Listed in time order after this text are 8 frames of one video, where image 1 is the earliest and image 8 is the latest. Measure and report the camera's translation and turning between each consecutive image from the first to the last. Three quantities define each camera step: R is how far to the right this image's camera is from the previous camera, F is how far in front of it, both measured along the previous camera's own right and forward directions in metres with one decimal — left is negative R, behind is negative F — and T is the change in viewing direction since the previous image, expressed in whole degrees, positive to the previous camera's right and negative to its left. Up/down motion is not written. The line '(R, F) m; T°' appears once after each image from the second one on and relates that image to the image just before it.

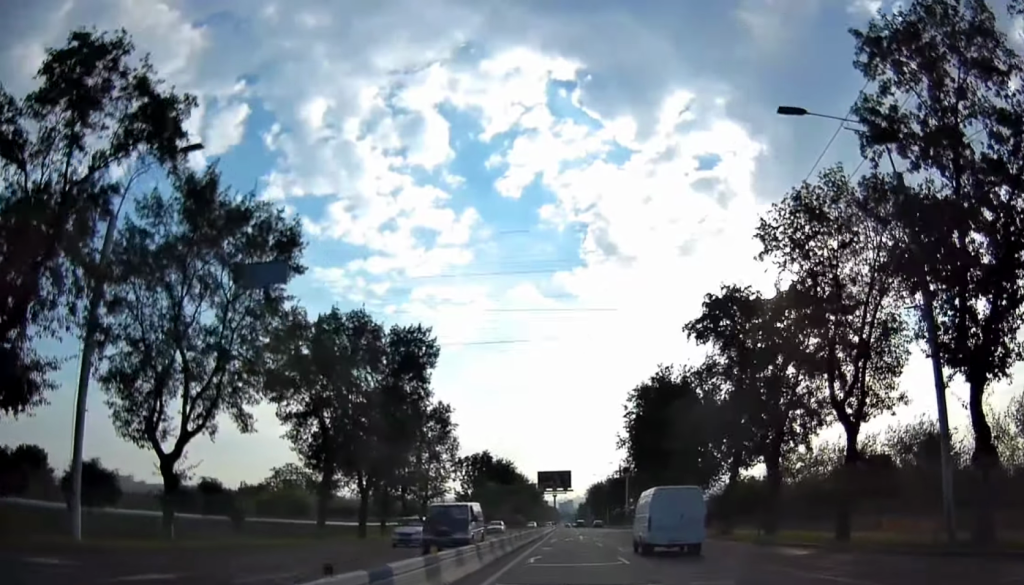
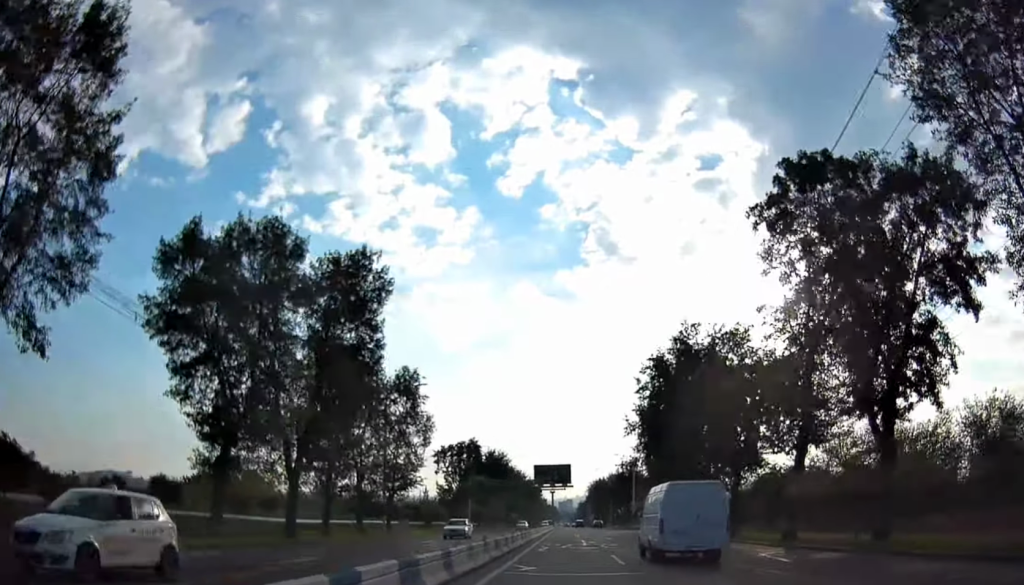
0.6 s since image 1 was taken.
(-0.3, +12.5) m; +1°
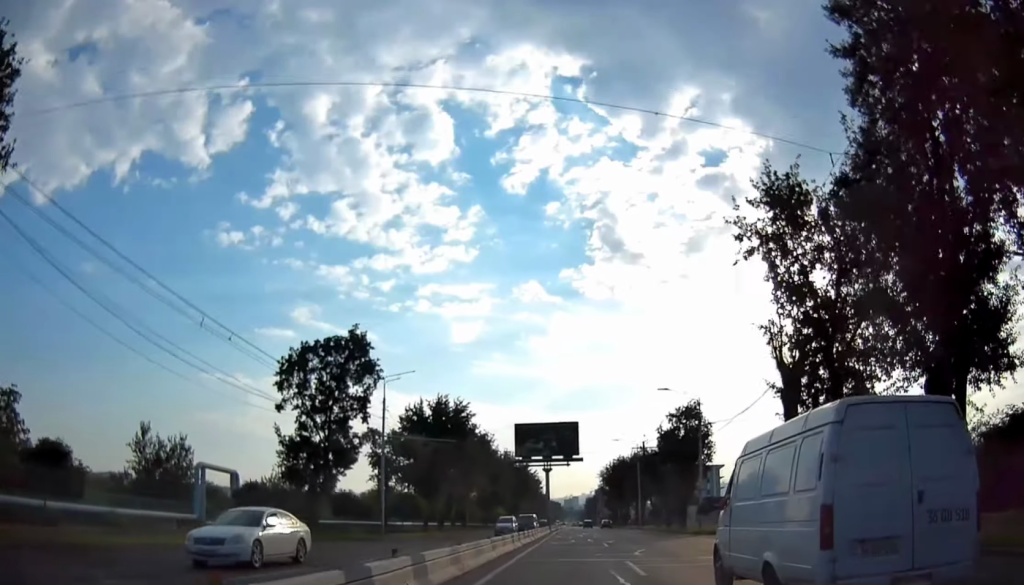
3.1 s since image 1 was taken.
(-0.7, +46.7) m; -2°
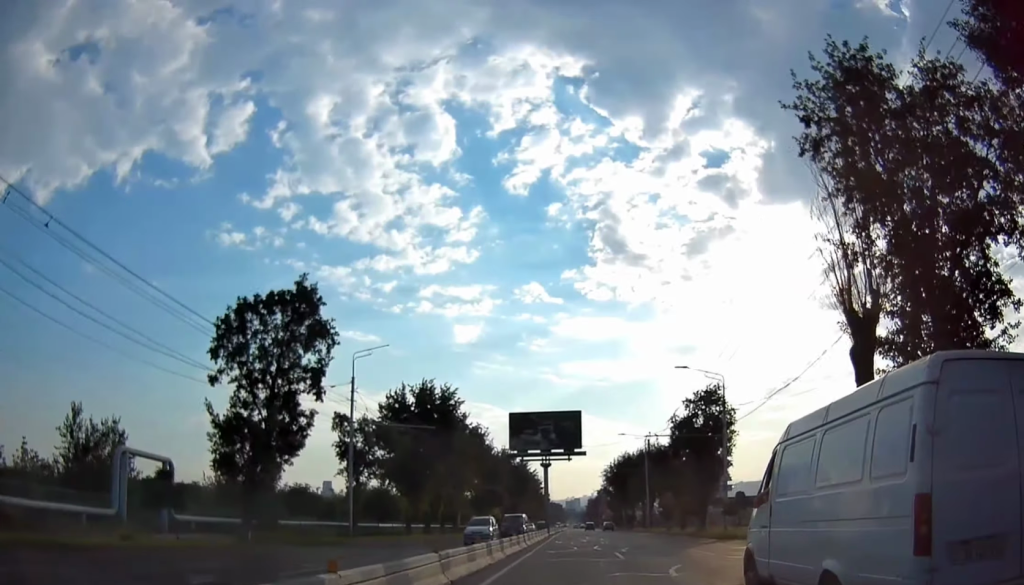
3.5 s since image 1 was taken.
(0.0, +7.8) m; +1°
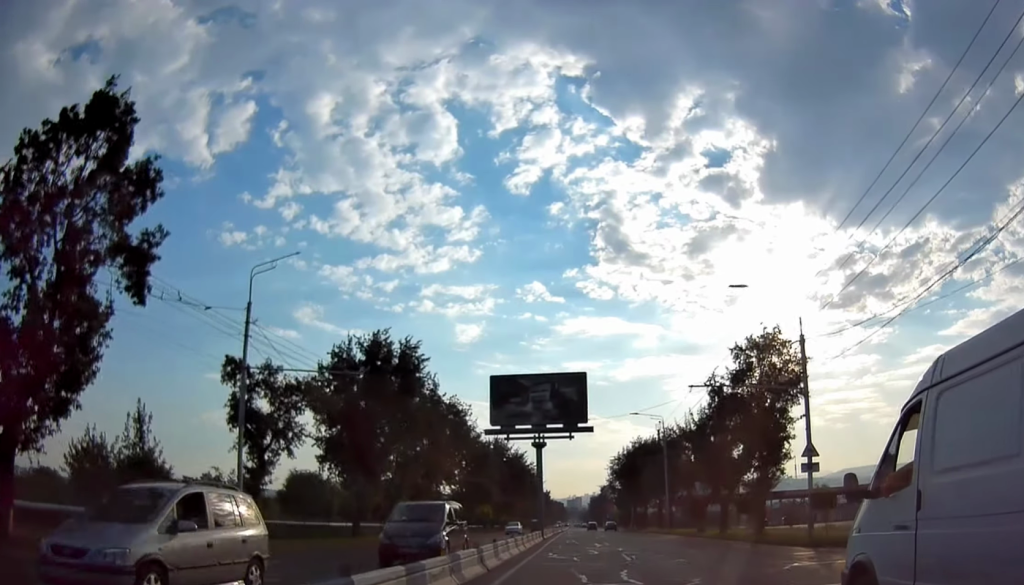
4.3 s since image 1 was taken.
(+0.2, +14.9) m; 0°
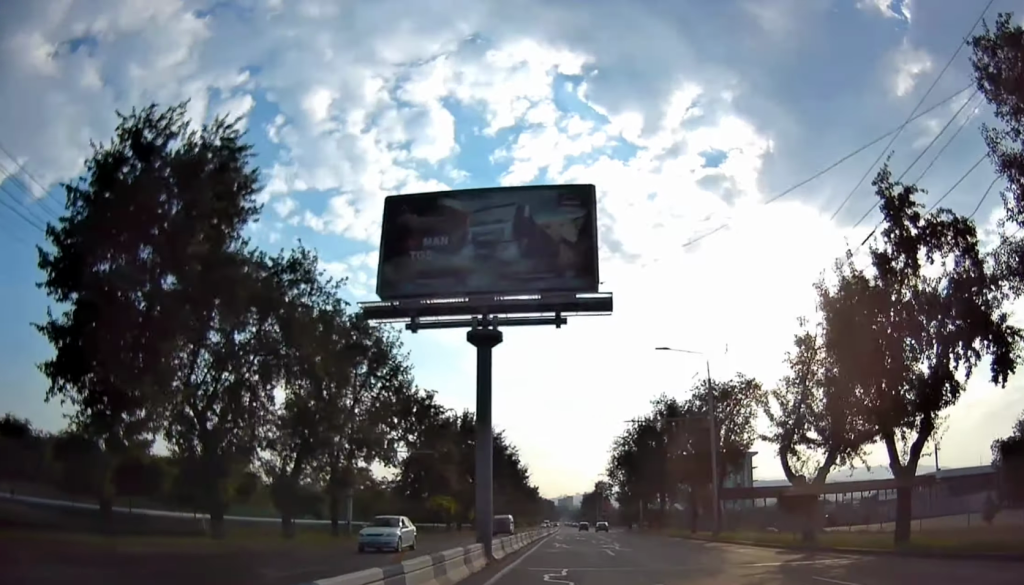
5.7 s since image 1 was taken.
(-0.3, +25.0) m; 0°
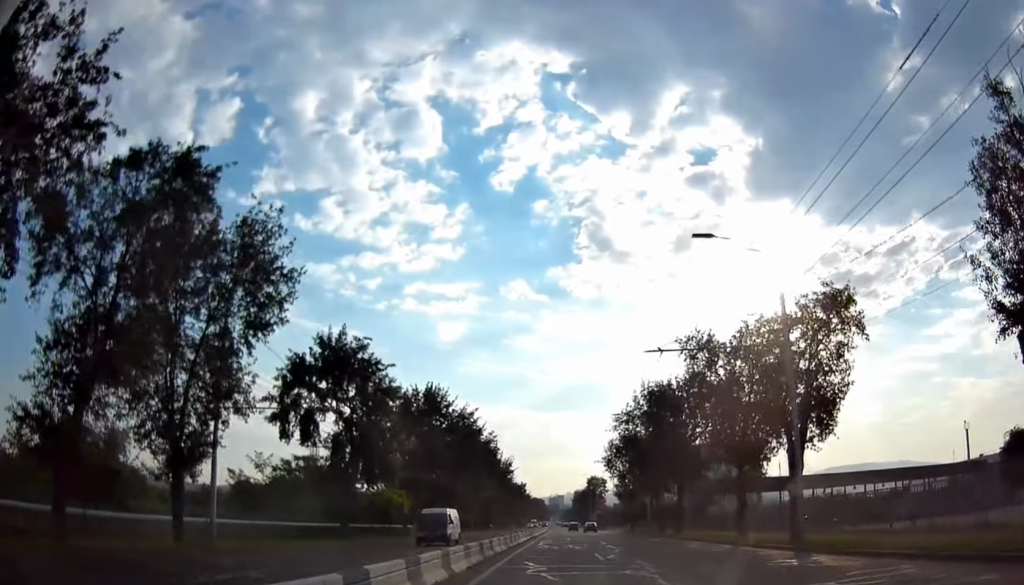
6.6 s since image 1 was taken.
(+0.3, +16.9) m; +1°
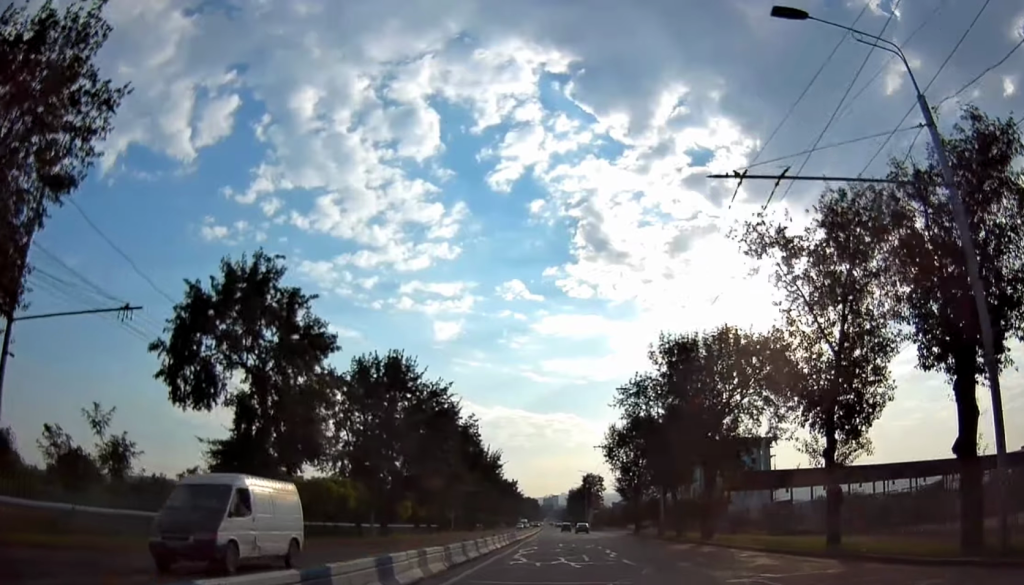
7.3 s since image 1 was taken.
(-0.1, +12.9) m; 0°
